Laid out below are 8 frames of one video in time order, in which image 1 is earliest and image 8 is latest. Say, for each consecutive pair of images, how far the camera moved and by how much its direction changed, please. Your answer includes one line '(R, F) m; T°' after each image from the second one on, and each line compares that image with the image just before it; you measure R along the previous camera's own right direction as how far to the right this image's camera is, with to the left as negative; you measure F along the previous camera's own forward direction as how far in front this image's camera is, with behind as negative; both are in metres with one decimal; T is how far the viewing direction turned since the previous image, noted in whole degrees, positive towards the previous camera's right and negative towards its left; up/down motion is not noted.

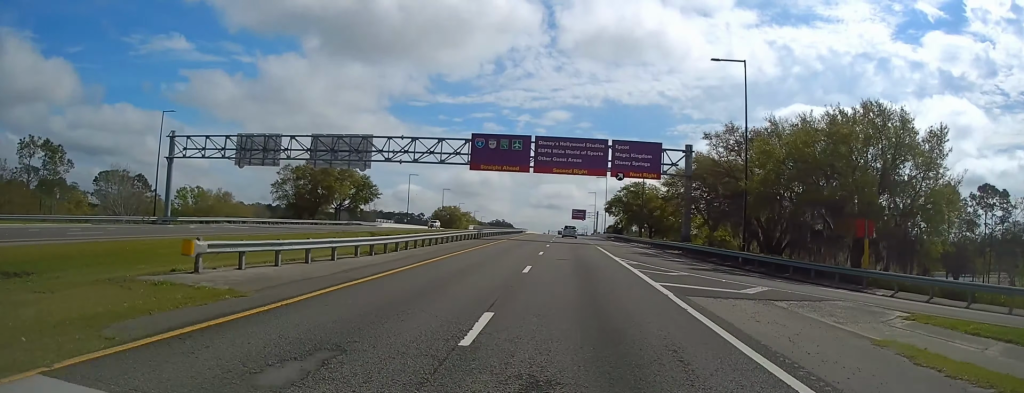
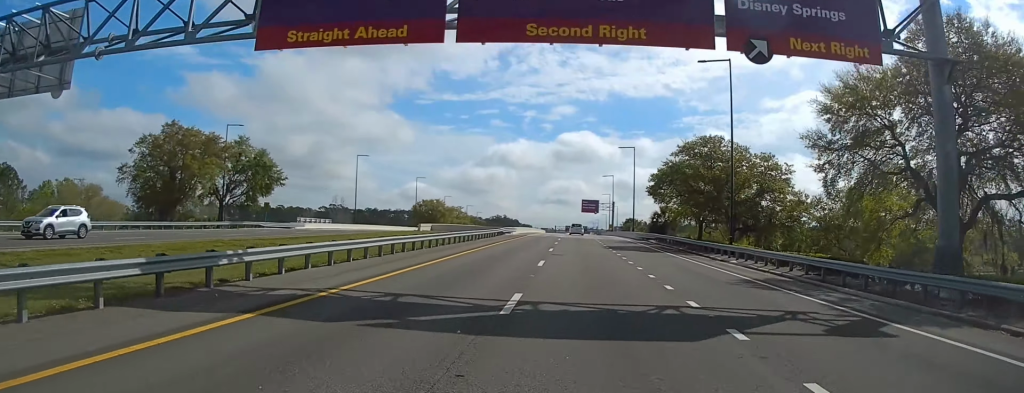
(0.0, +45.2) m; 0°
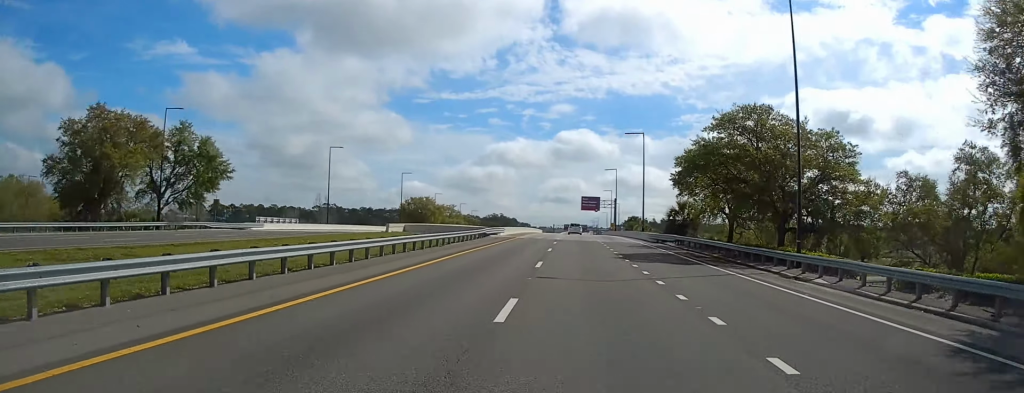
(0.0, +13.0) m; 0°
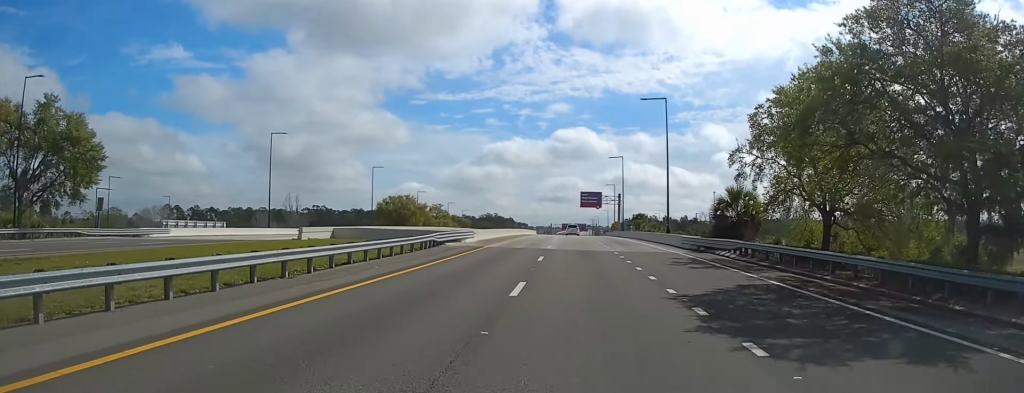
(+0.1, +20.7) m; 0°
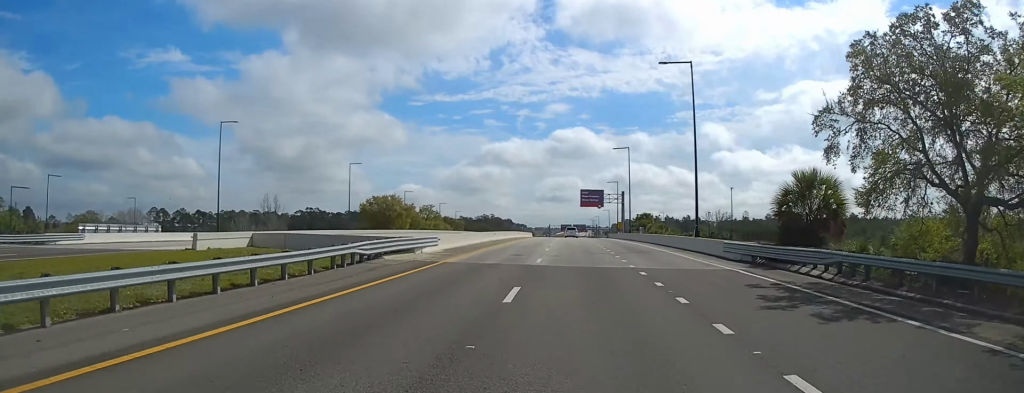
(-0.1, +13.1) m; 0°
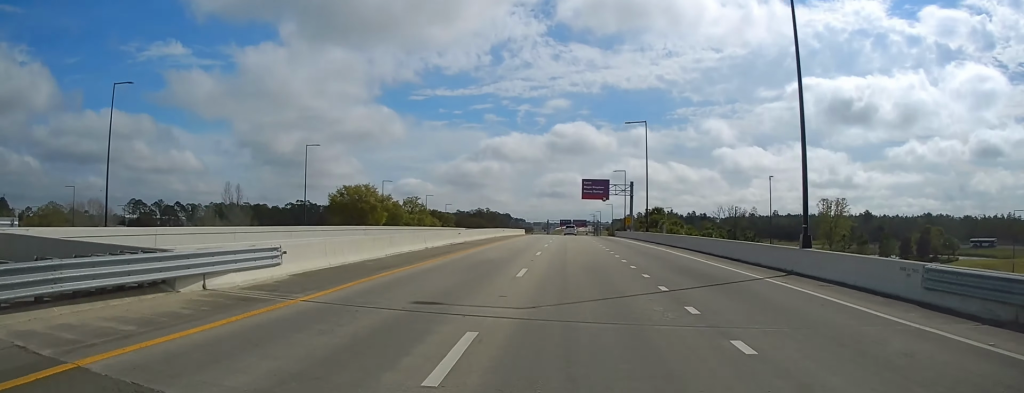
(-0.1, +20.0) m; 0°
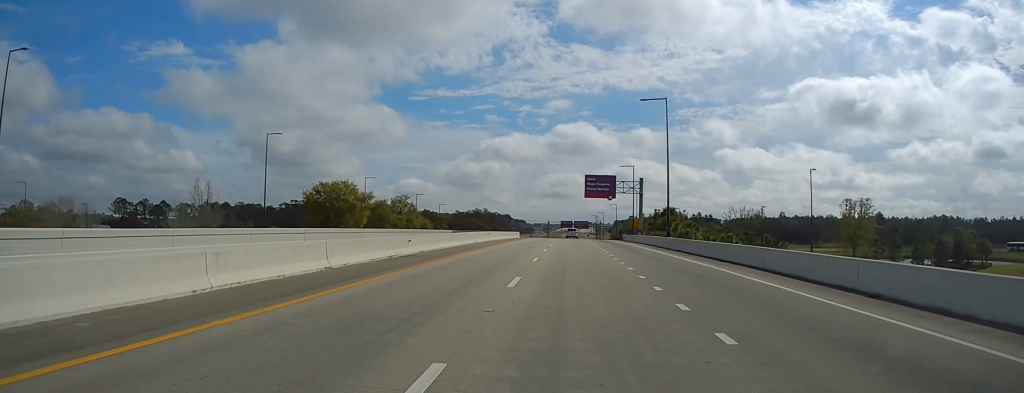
(0.0, +13.9) m; 0°
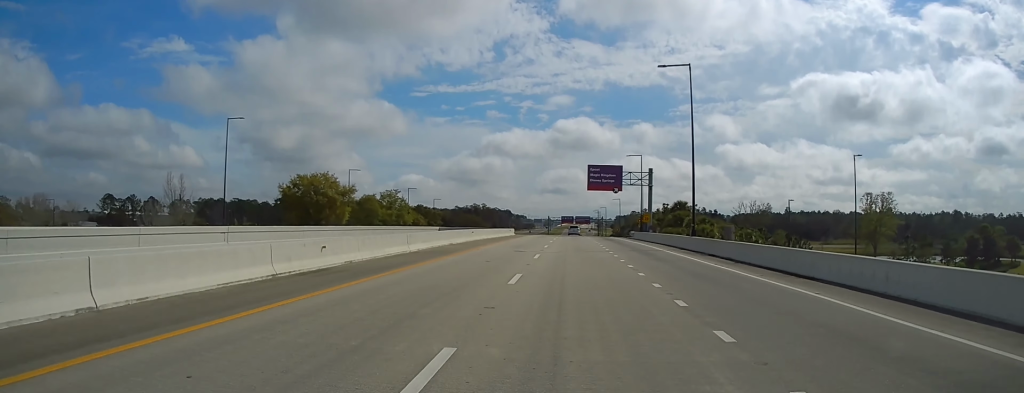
(0.0, +10.8) m; 0°
